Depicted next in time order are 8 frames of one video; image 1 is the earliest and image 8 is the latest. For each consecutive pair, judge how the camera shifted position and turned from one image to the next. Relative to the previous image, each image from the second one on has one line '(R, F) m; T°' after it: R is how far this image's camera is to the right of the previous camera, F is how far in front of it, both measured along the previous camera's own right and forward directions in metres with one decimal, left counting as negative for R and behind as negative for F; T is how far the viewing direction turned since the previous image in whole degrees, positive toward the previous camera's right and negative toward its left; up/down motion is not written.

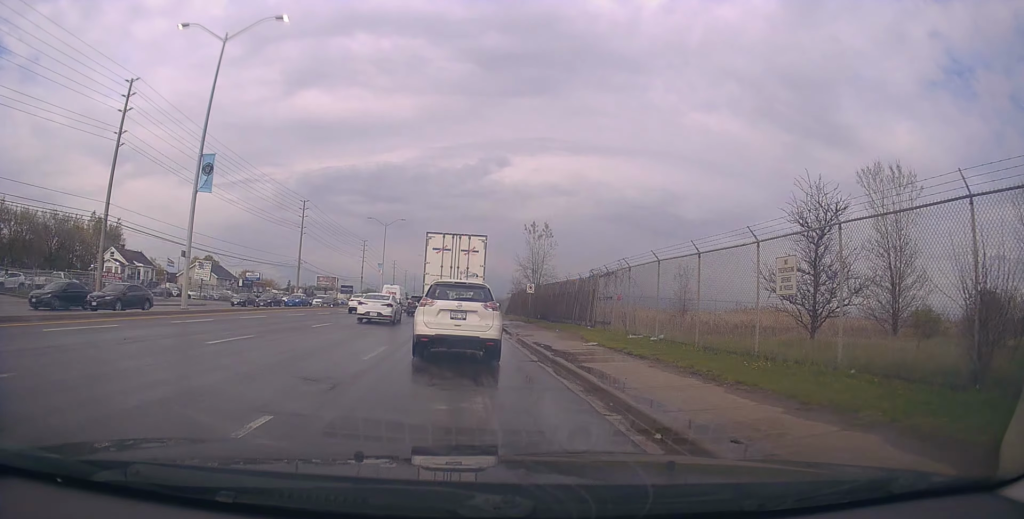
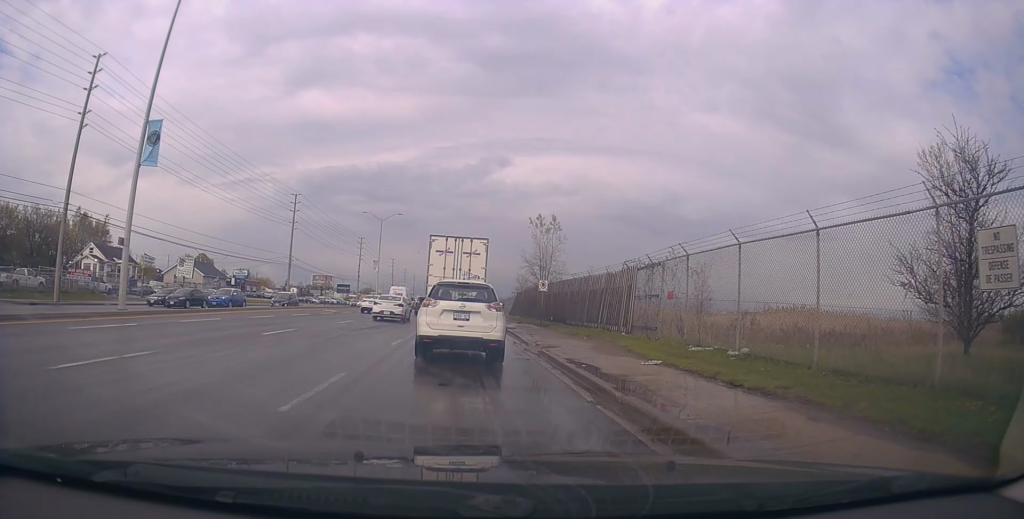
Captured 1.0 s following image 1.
(+0.1, +5.4) m; -1°
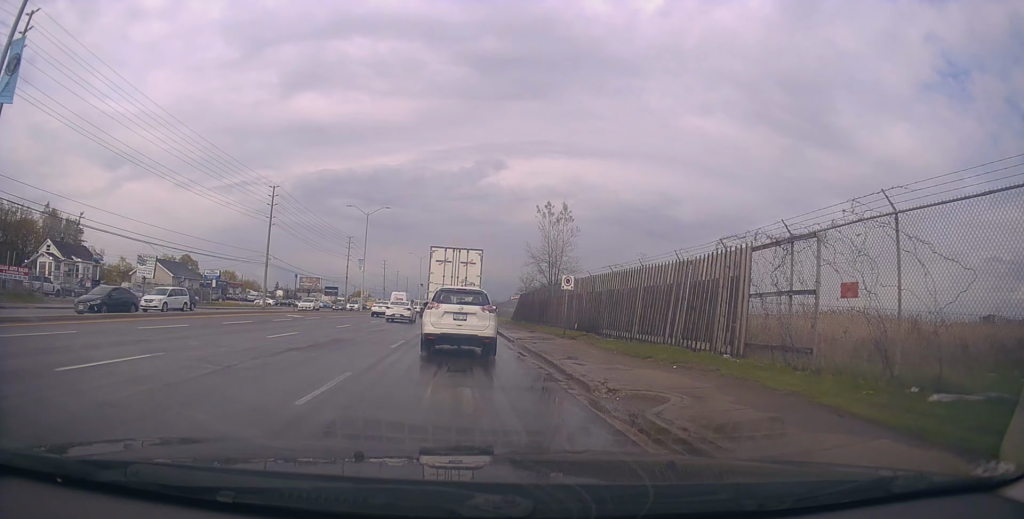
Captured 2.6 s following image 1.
(+0.1, +8.6) m; +4°
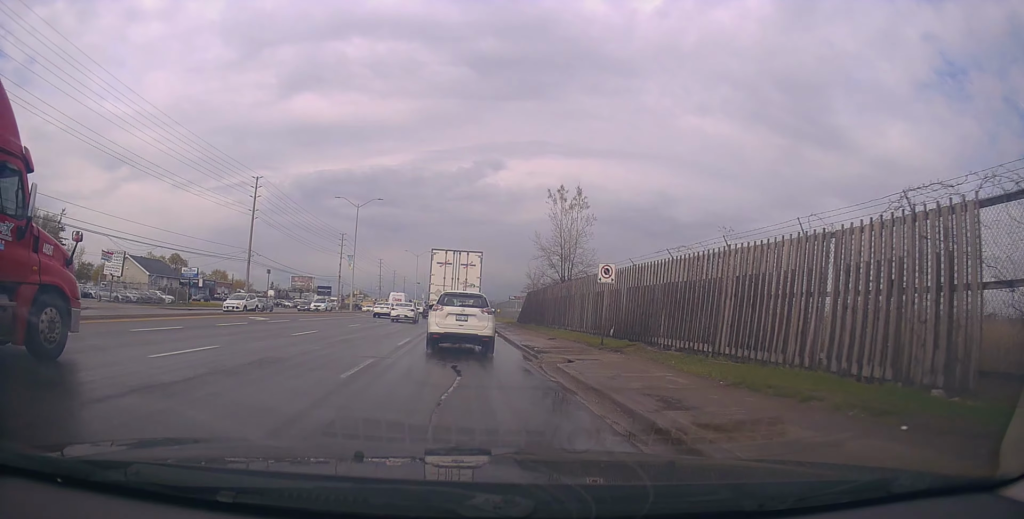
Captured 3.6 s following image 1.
(-0.1, +6.3) m; -3°
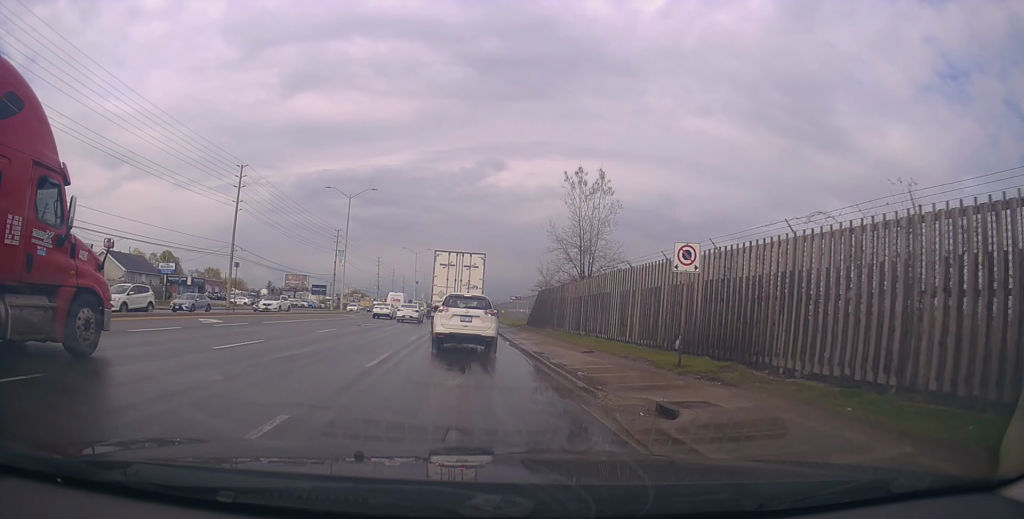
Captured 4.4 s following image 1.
(-0.2, +6.0) m; +2°
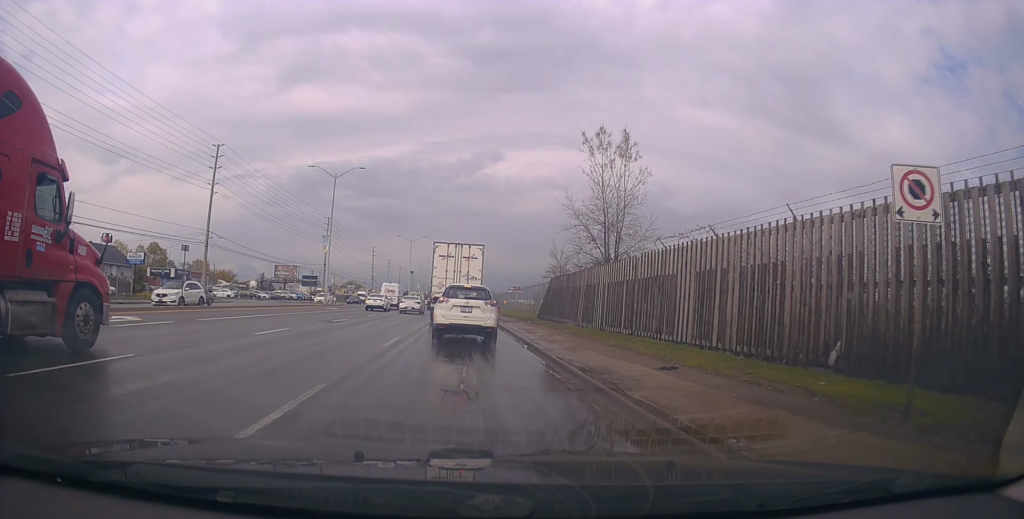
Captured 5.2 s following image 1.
(+0.4, +6.5) m; 0°
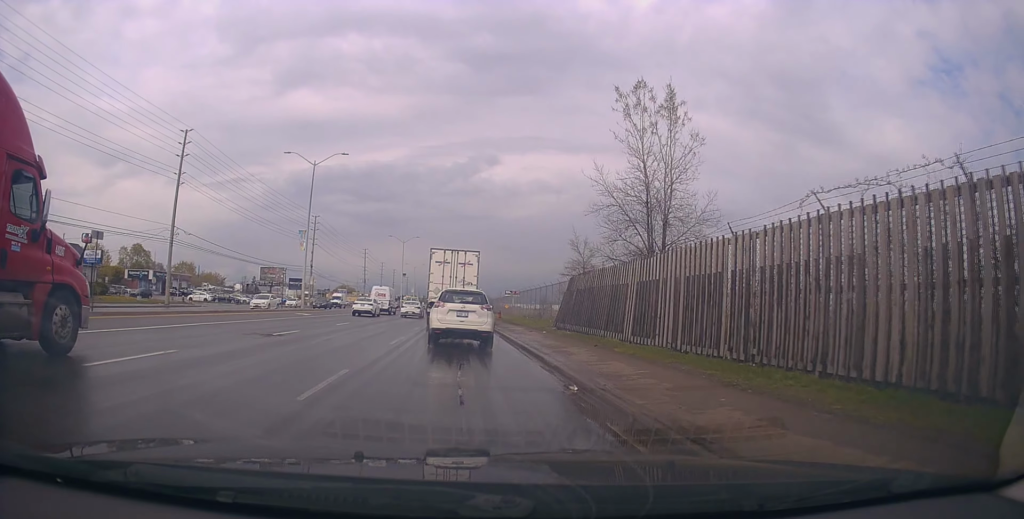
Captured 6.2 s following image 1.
(-0.2, +7.4) m; 0°
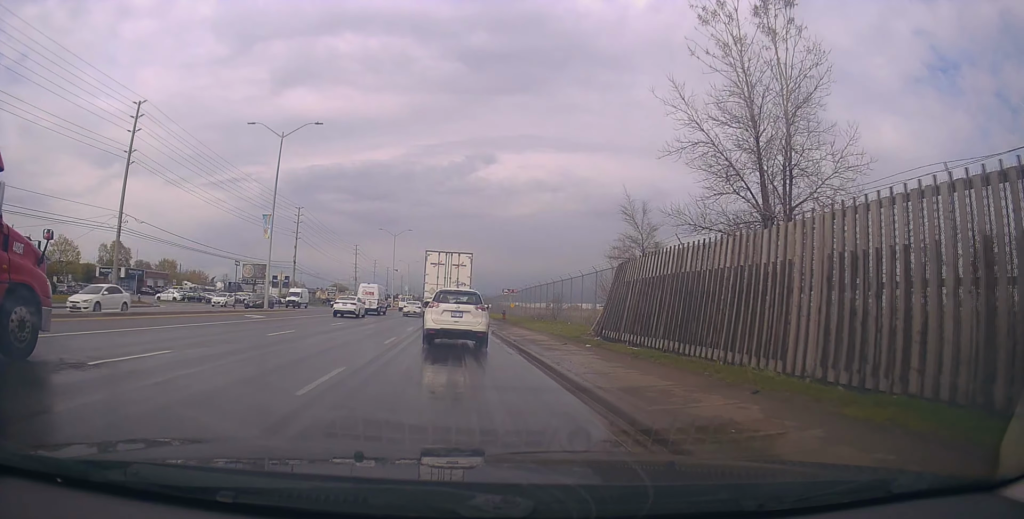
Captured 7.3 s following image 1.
(+0.2, +9.1) m; 0°
